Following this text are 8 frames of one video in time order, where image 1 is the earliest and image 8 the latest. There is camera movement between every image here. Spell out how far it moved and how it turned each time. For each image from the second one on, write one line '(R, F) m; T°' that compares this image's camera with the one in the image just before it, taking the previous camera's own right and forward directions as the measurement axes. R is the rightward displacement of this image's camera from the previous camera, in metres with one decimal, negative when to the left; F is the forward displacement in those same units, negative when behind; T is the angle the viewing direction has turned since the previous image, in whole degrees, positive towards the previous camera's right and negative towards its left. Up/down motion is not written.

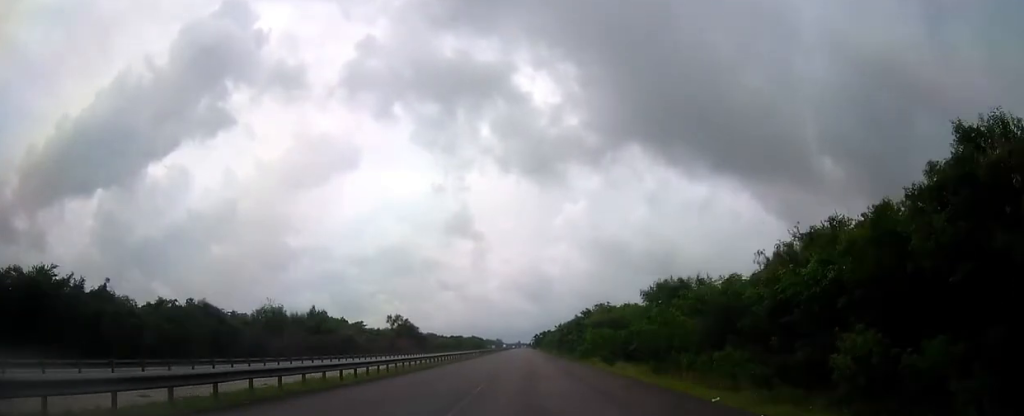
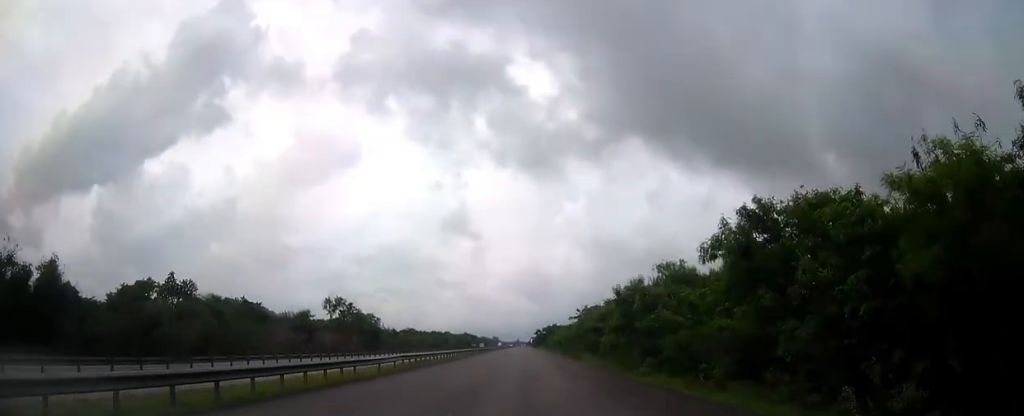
(+0.1, +53.6) m; 0°
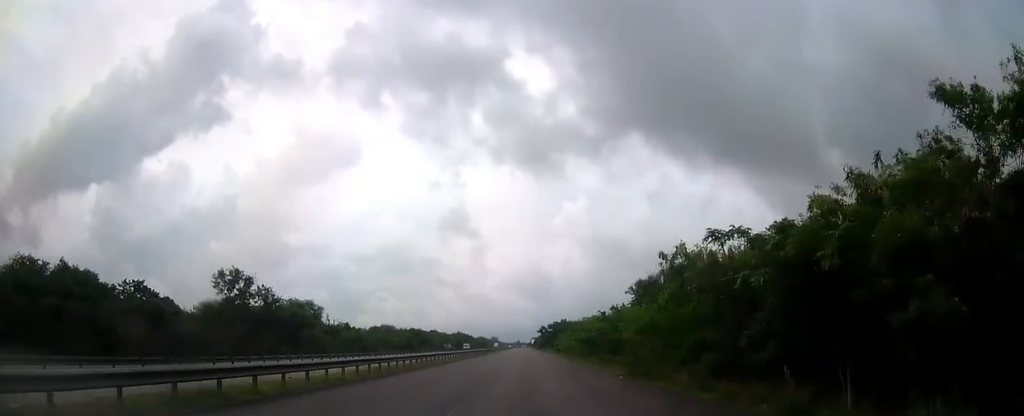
(0.0, +43.9) m; 0°
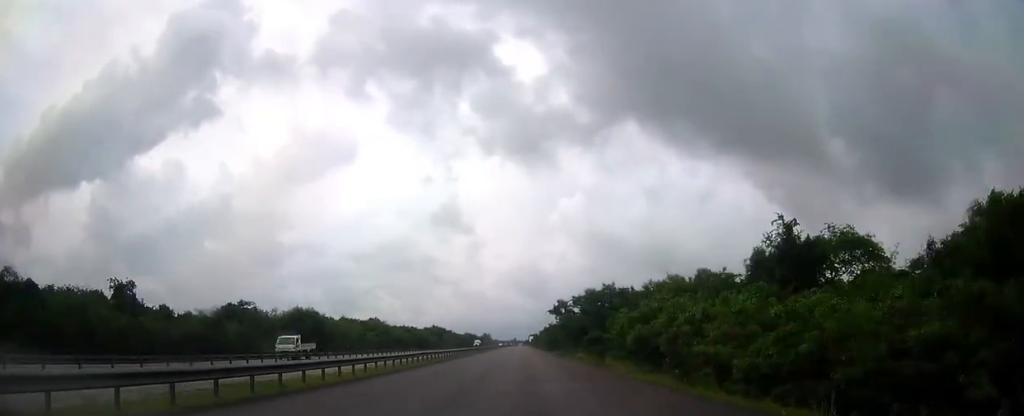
(-0.1, +87.3) m; 0°
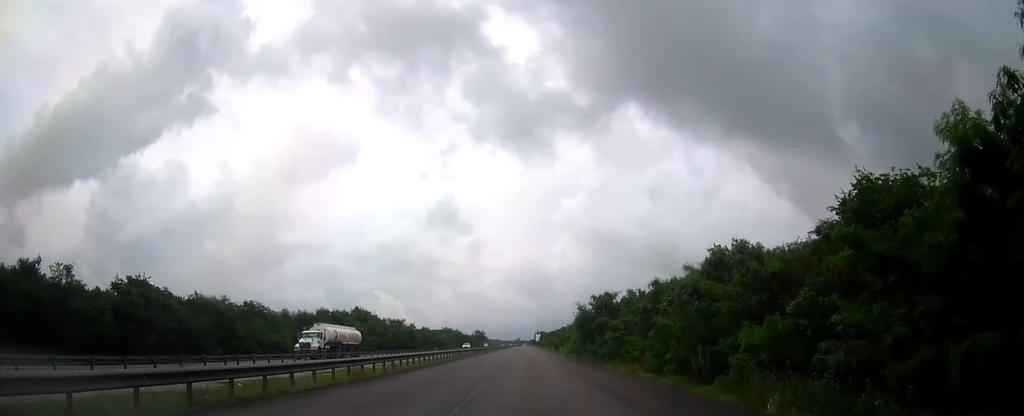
(-0.1, +135.8) m; 0°
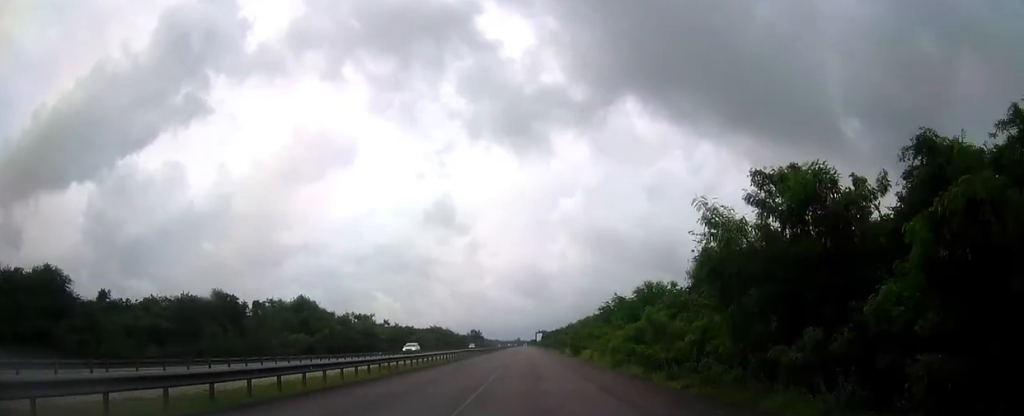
(0.0, +36.9) m; 0°
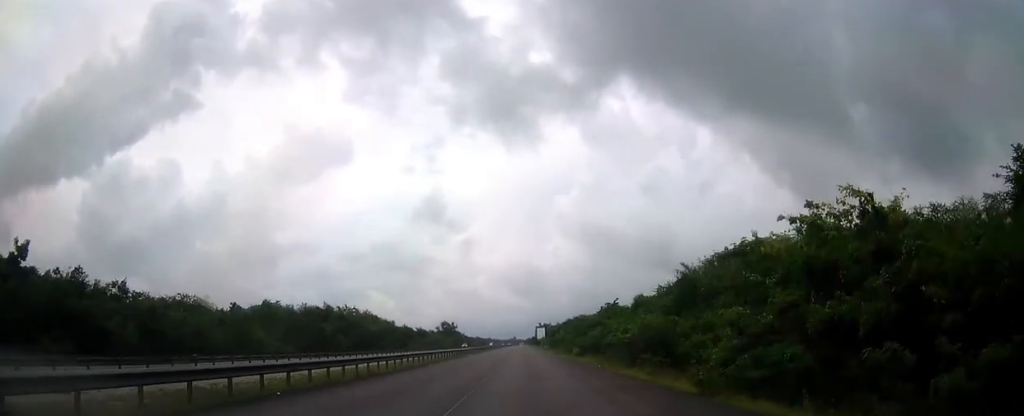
(+0.2, +124.6) m; 0°
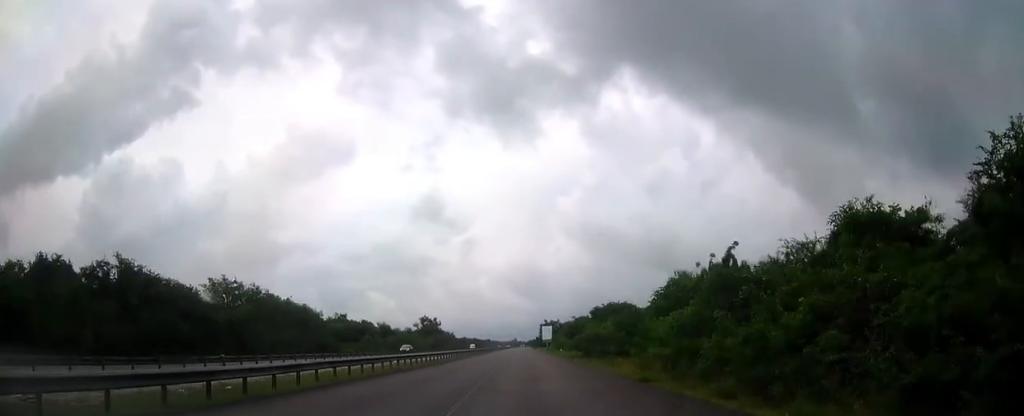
(0.0, +58.0) m; 0°
